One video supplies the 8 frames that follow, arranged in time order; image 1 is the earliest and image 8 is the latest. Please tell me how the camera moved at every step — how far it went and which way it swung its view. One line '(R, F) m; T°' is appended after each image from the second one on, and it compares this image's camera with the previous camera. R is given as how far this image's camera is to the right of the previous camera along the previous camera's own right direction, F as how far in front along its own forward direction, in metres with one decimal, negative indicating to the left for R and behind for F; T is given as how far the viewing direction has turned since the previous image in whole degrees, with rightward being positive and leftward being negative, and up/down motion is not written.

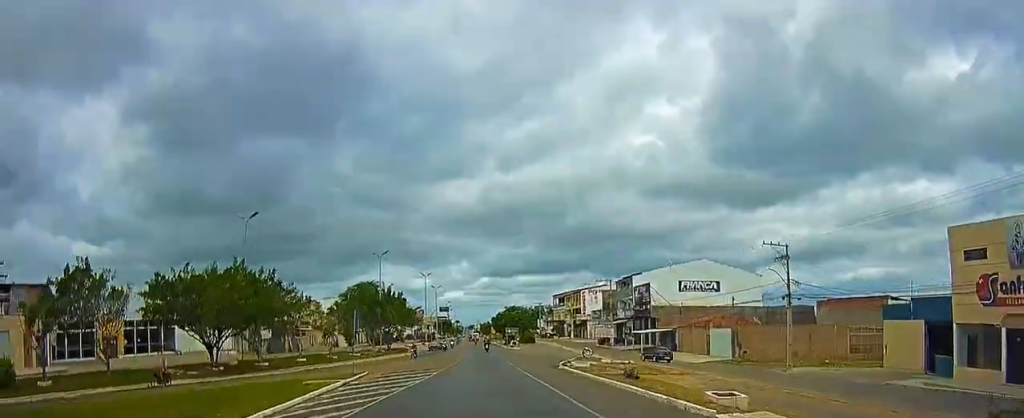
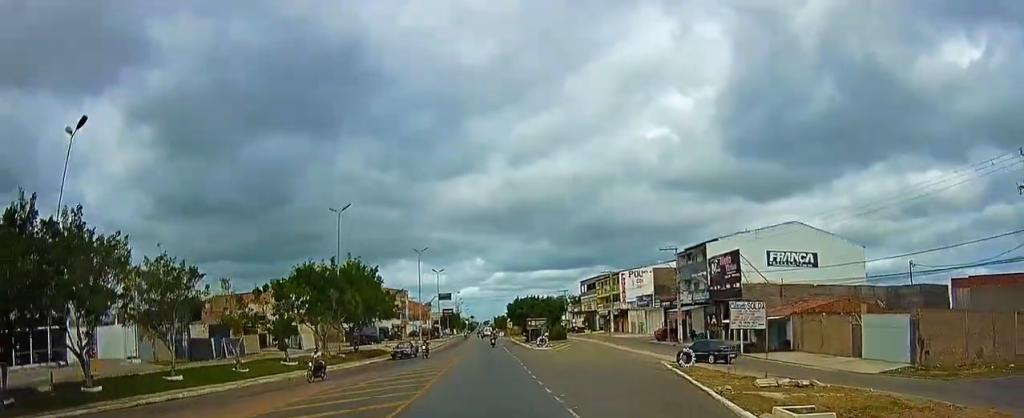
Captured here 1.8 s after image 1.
(+0.9, +25.8) m; +1°
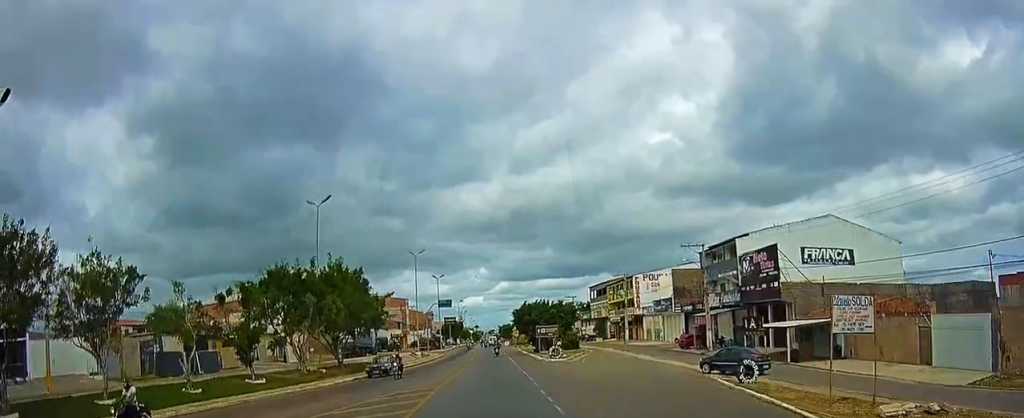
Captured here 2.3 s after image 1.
(-0.1, +7.1) m; 0°
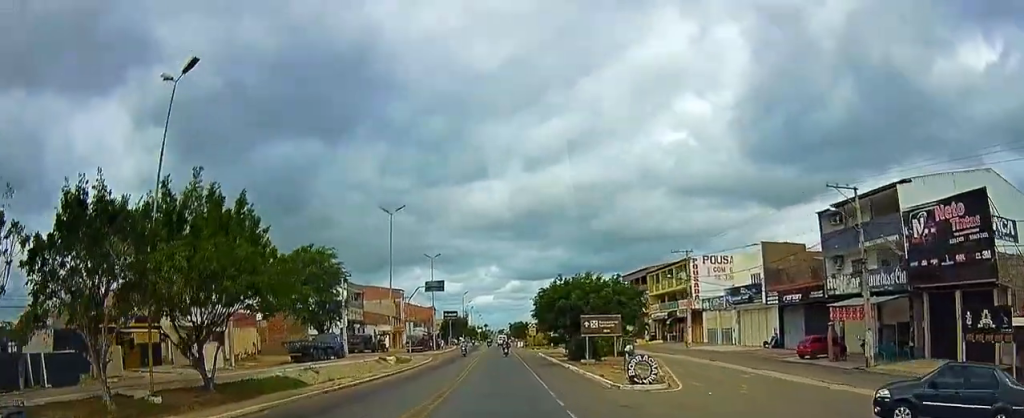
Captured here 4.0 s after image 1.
(0.0, +24.0) m; 0°
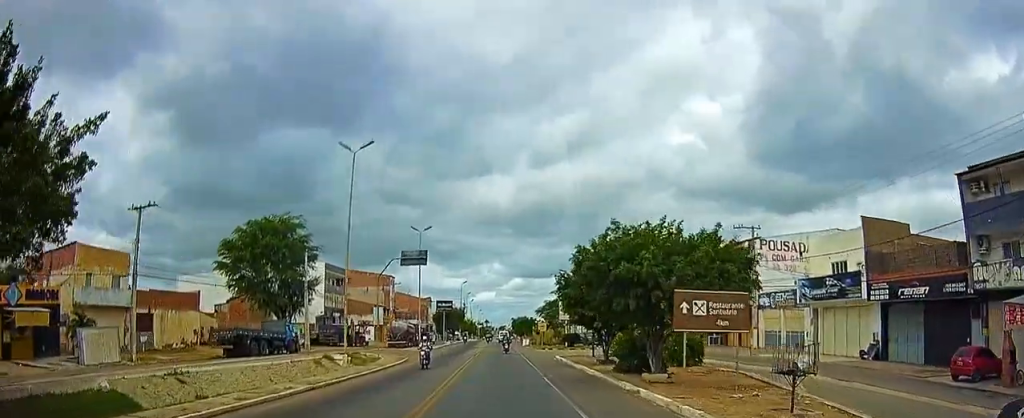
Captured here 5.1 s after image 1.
(-0.2, +15.8) m; -3°
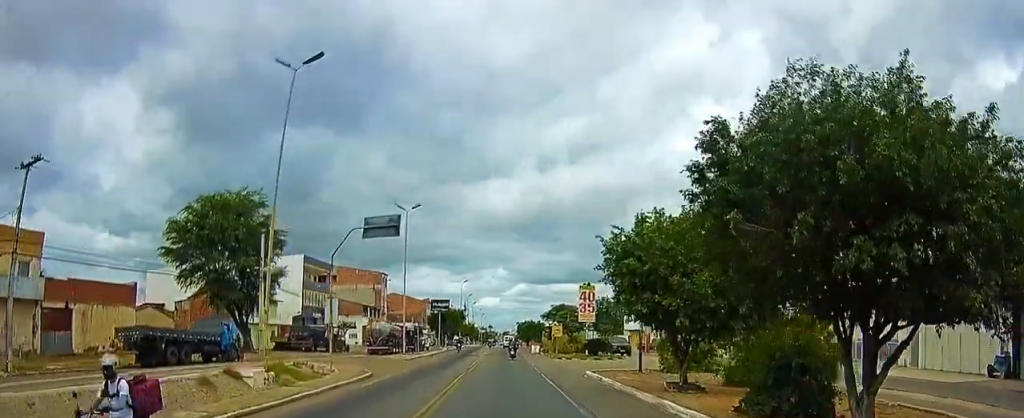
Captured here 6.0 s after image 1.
(-0.4, +13.3) m; -1°
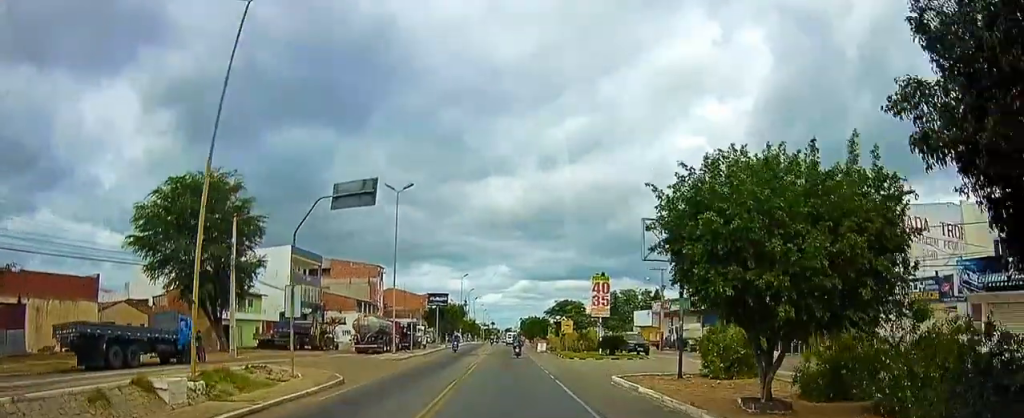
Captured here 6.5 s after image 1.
(0.0, +6.5) m; +1°
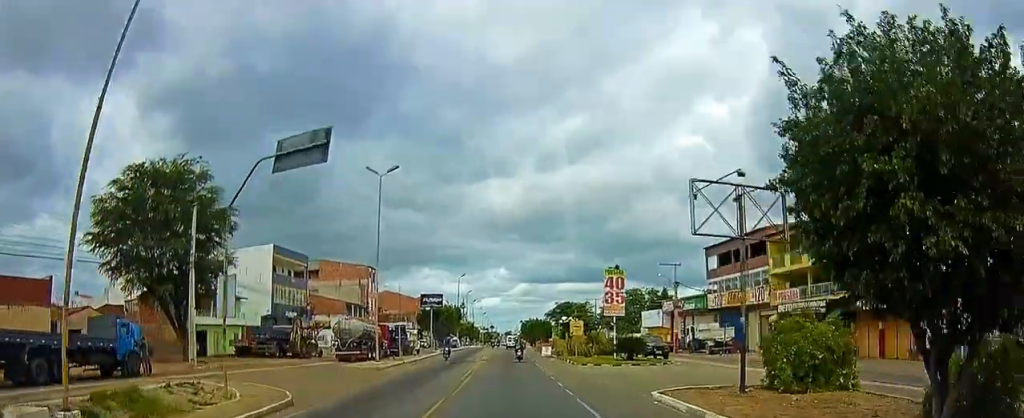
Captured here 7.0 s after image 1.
(0.0, +6.8) m; 0°
